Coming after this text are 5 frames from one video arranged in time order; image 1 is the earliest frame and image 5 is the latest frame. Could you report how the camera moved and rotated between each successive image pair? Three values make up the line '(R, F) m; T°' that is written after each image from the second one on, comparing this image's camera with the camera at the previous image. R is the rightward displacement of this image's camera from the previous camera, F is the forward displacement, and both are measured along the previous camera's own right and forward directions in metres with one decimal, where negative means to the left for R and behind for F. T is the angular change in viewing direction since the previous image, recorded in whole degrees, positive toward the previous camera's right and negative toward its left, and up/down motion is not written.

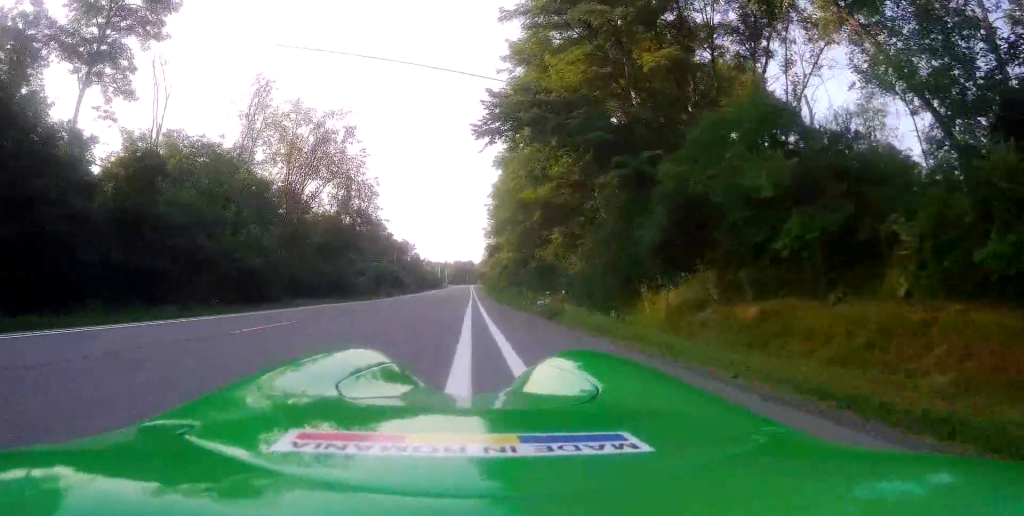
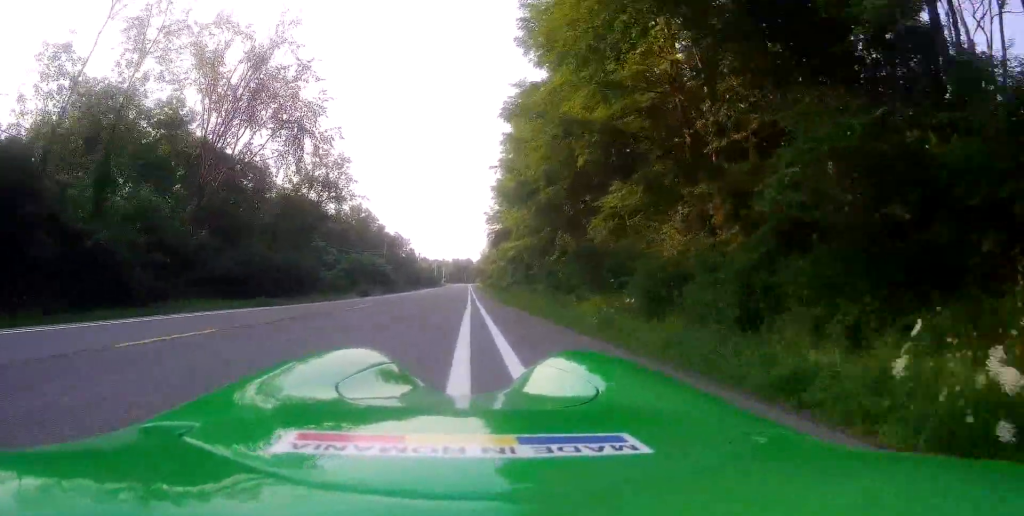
(0.0, +15.2) m; -2°
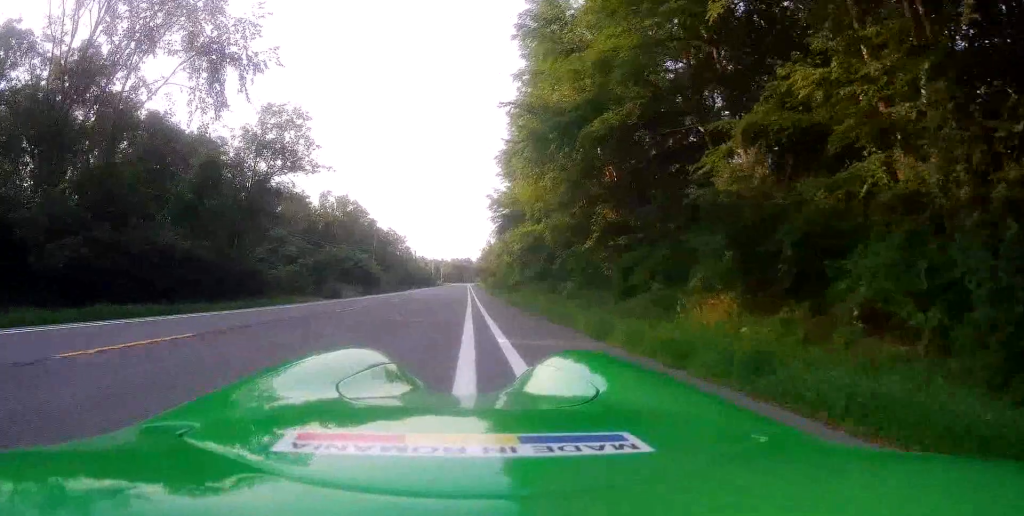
(-0.6, +13.4) m; -2°
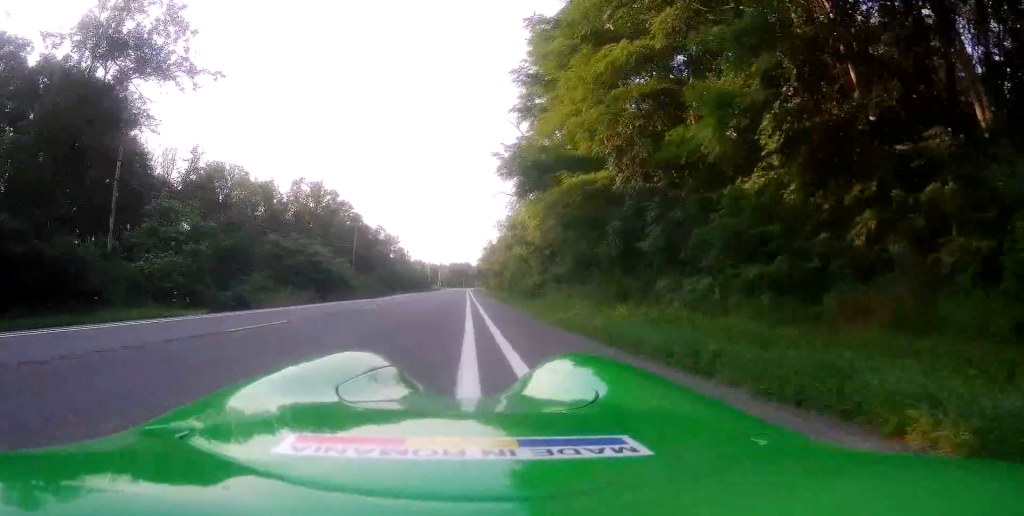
(+0.6, +19.4) m; +1°
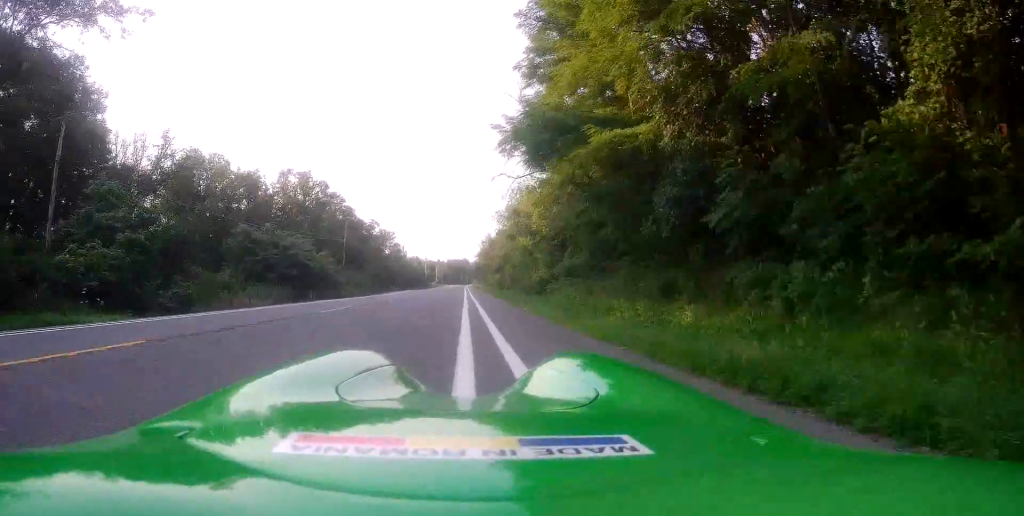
(0.0, +5.6) m; -1°
